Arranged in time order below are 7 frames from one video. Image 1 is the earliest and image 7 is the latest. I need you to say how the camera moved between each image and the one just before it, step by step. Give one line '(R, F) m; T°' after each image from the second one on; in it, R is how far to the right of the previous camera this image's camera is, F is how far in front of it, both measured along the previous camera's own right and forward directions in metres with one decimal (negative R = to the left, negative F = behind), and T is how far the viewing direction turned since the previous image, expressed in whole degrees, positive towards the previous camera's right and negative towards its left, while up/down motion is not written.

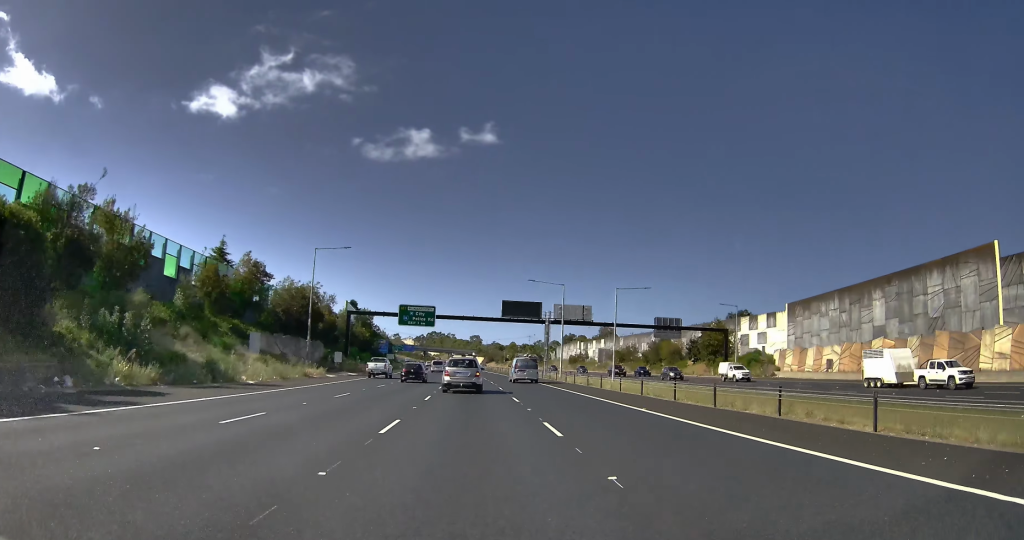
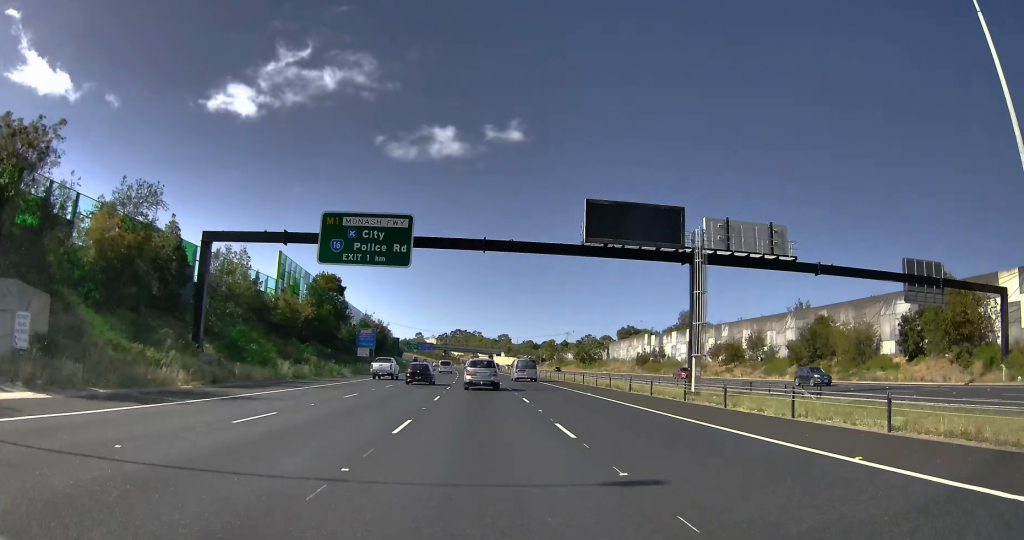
(+1.7, +68.6) m; +2°
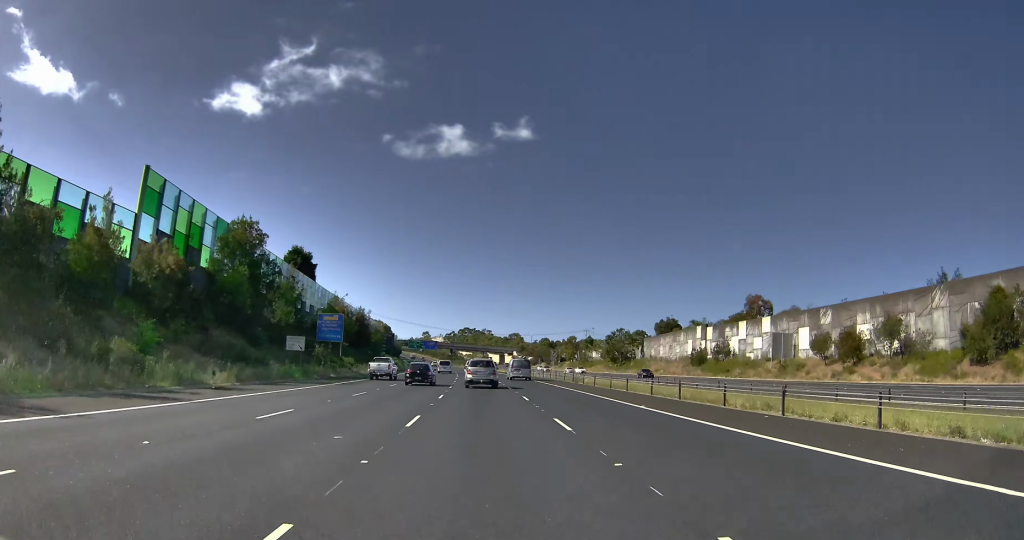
(0.0, +44.1) m; 0°
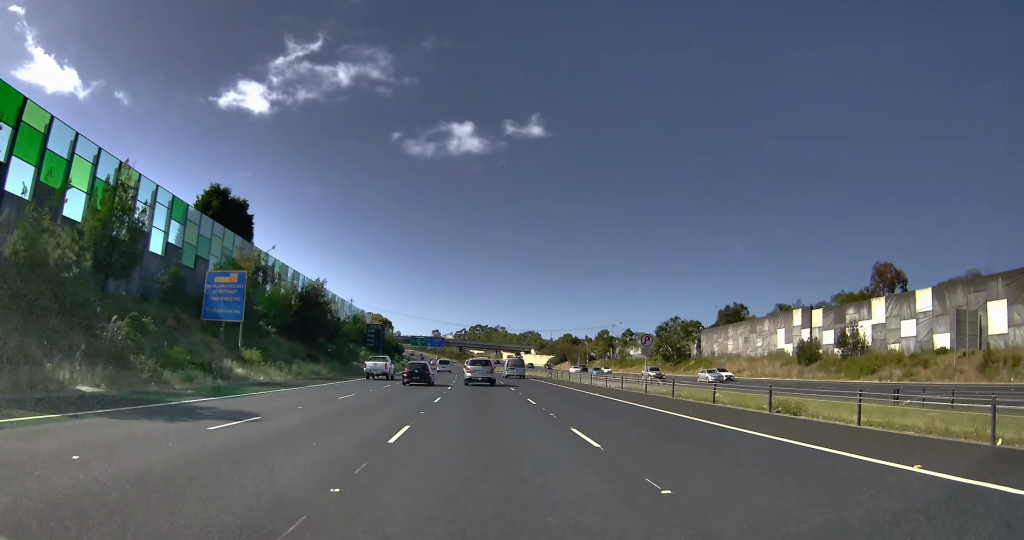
(+1.1, +45.2) m; +3°
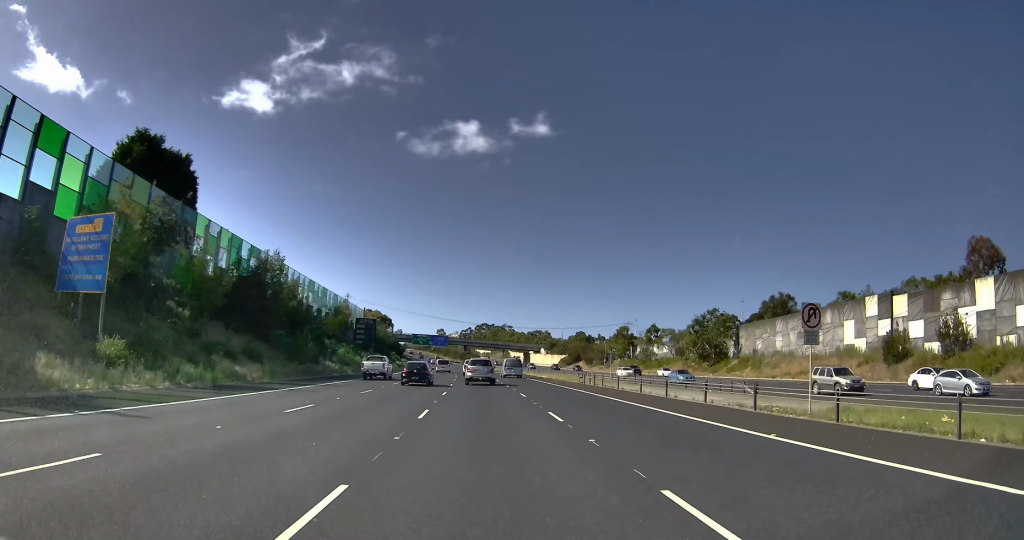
(+0.7, +20.6) m; +1°
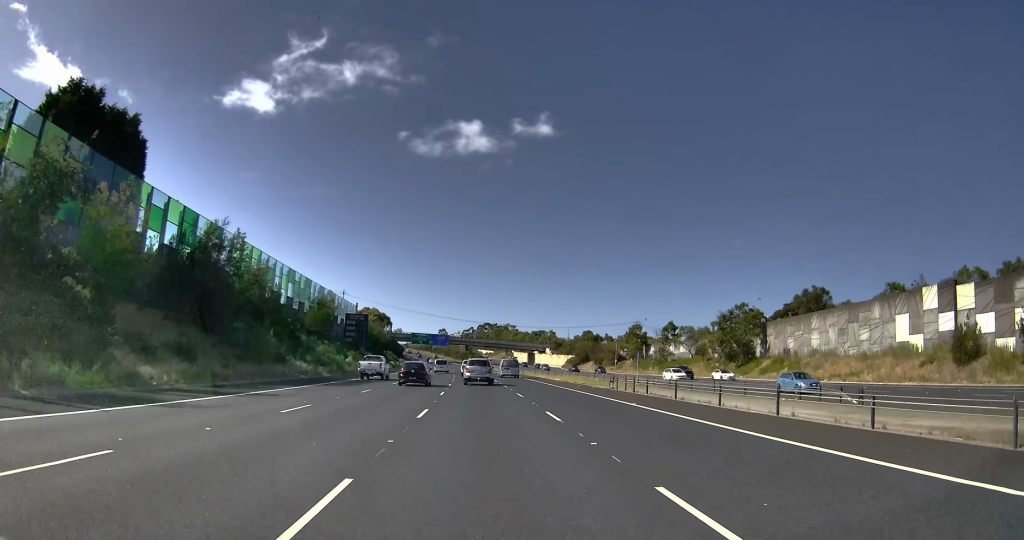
(-0.3, +12.1) m; -1°
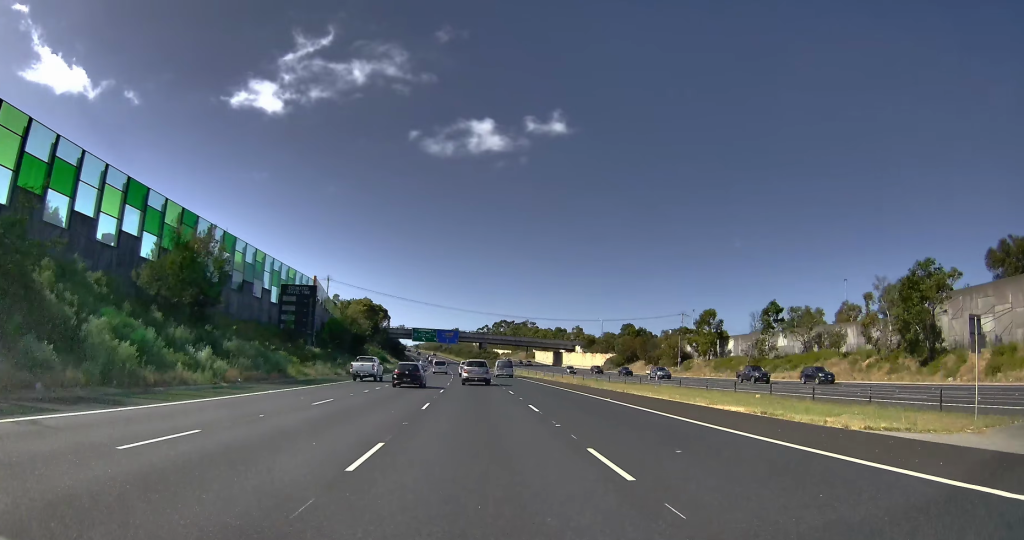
(-0.4, +44.2) m; 0°
